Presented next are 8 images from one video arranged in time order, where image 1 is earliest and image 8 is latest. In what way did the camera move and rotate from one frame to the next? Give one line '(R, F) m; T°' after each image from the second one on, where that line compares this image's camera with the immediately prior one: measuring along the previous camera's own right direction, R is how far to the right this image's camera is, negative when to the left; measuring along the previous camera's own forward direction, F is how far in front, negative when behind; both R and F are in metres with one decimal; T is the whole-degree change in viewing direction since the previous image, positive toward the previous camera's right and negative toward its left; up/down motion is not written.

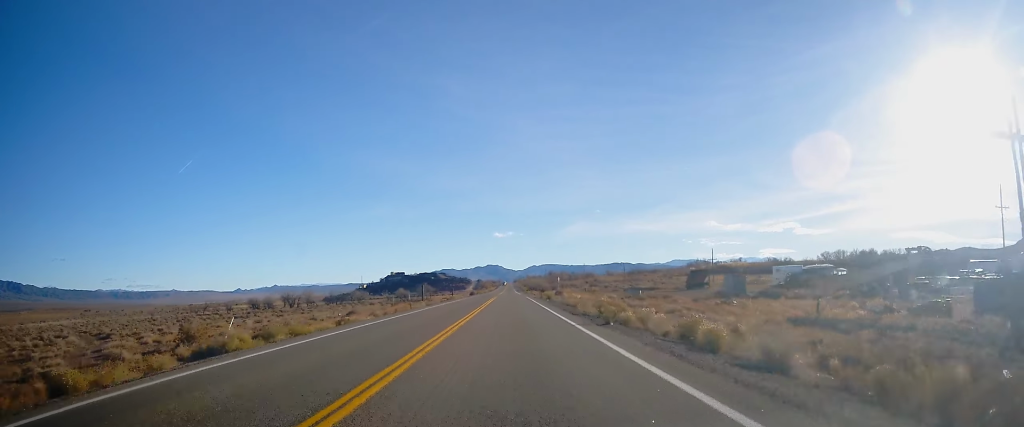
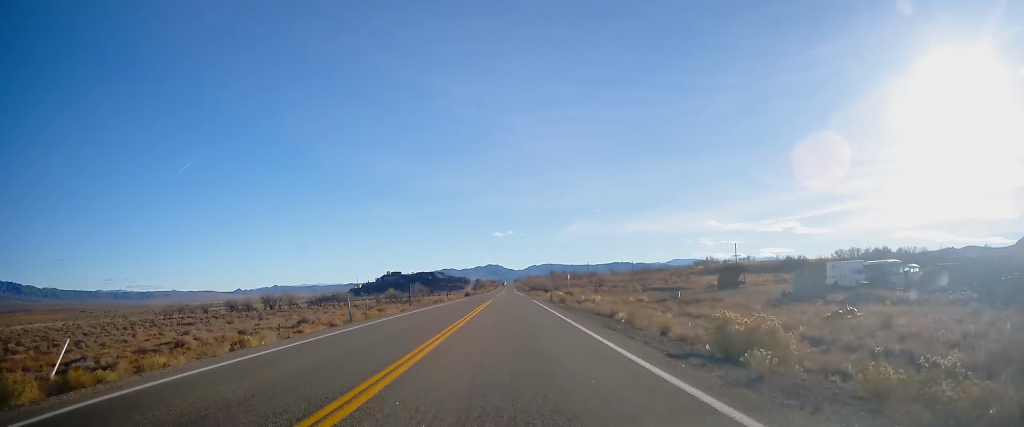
(+0.1, +16.1) m; 0°
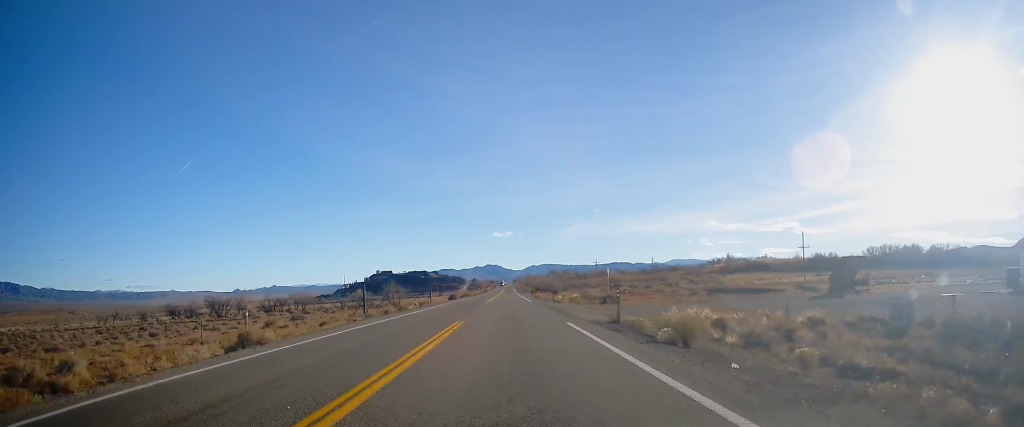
(-0.3, +33.6) m; 0°
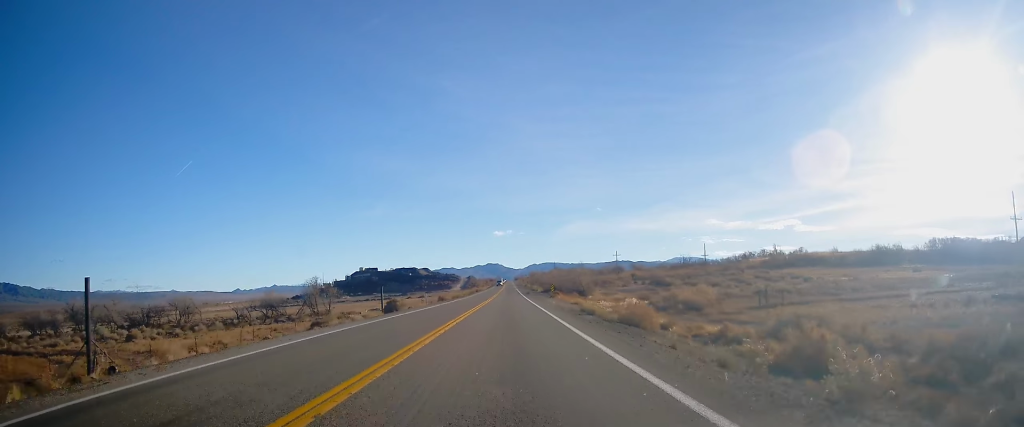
(+0.1, +51.9) m; -1°
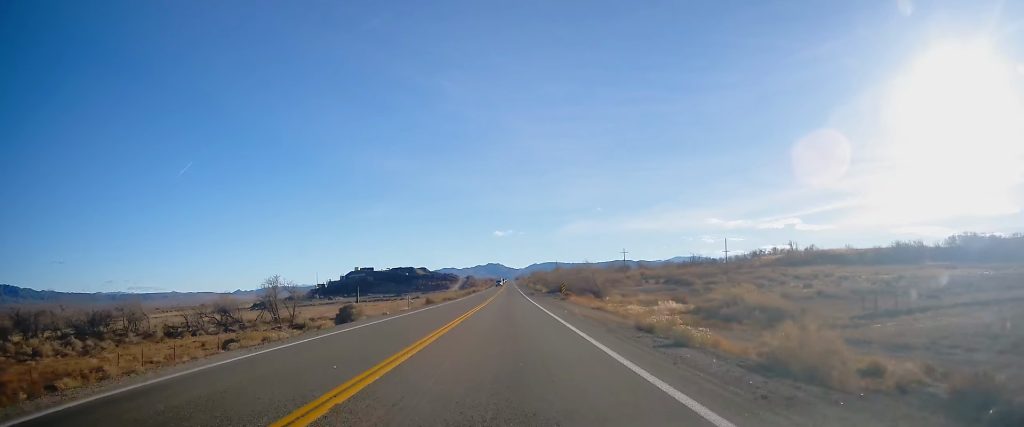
(-0.1, +13.7) m; 0°
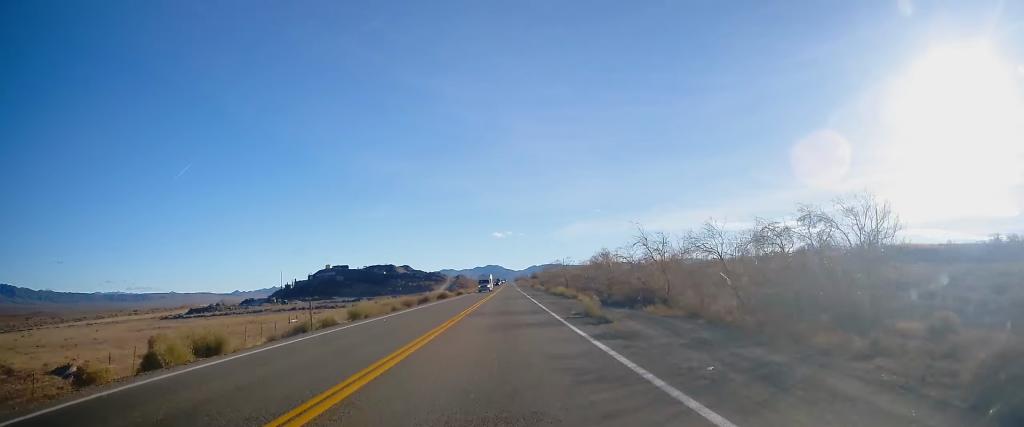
(+0.8, +57.5) m; +1°
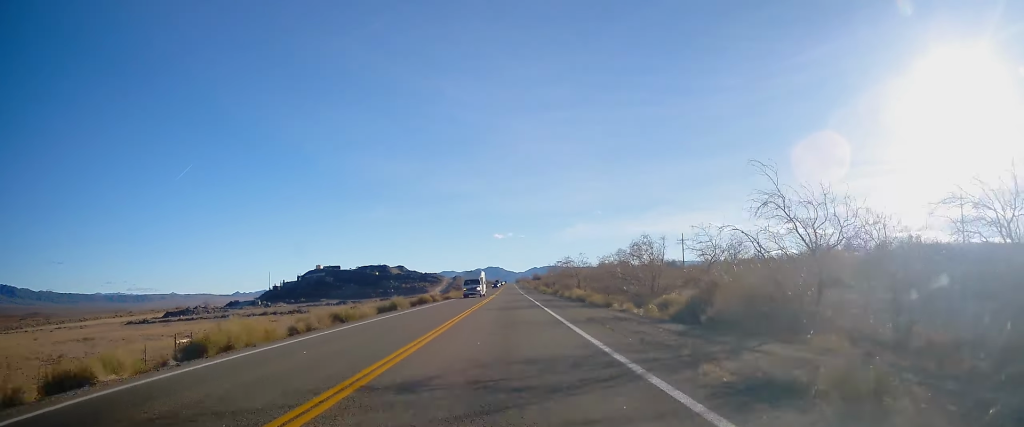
(+0.1, +17.3) m; 0°
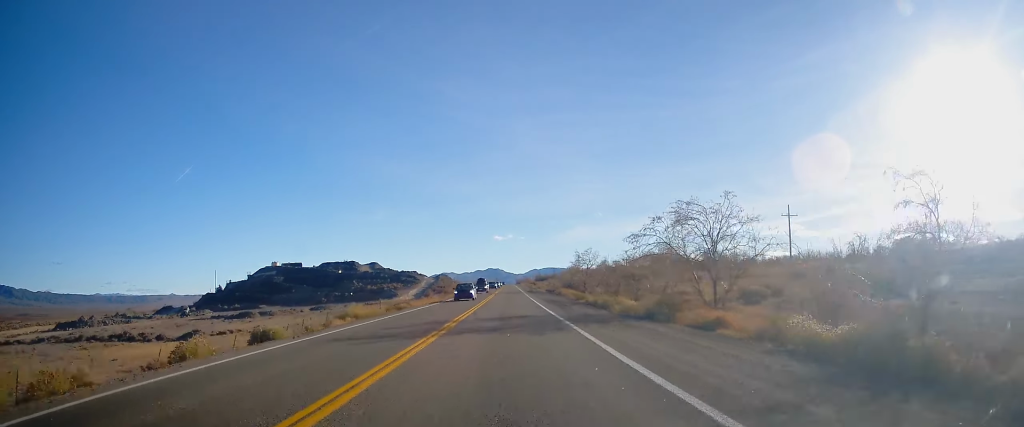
(-0.6, +57.3) m; 0°
